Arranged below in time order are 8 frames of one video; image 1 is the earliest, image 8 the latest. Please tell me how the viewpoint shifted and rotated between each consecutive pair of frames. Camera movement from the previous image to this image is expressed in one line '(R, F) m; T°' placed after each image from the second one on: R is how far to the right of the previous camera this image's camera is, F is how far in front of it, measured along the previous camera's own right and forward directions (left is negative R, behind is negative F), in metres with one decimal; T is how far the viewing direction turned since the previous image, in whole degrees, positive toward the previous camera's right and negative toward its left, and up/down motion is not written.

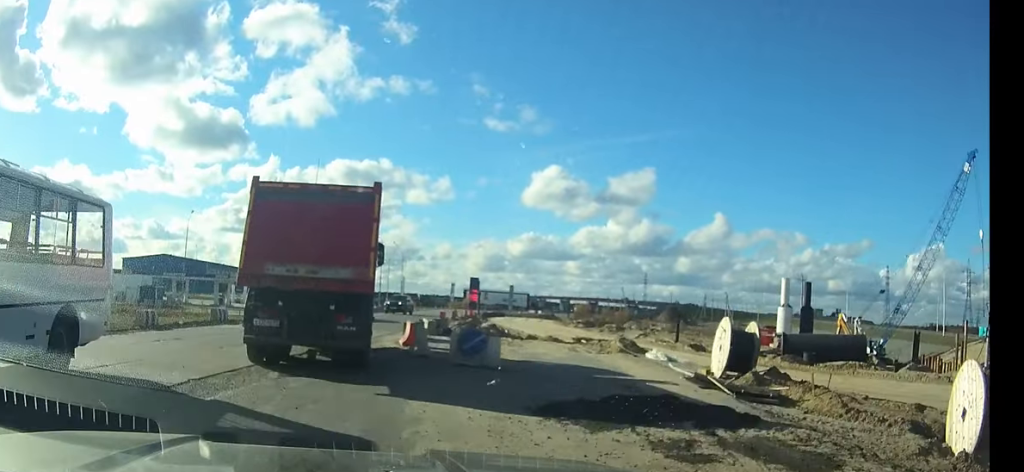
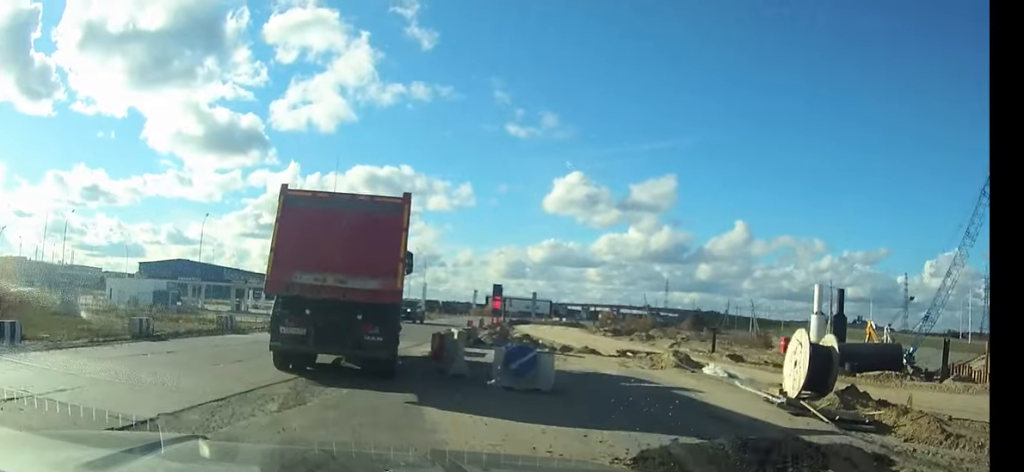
(-0.1, +2.5) m; -1°
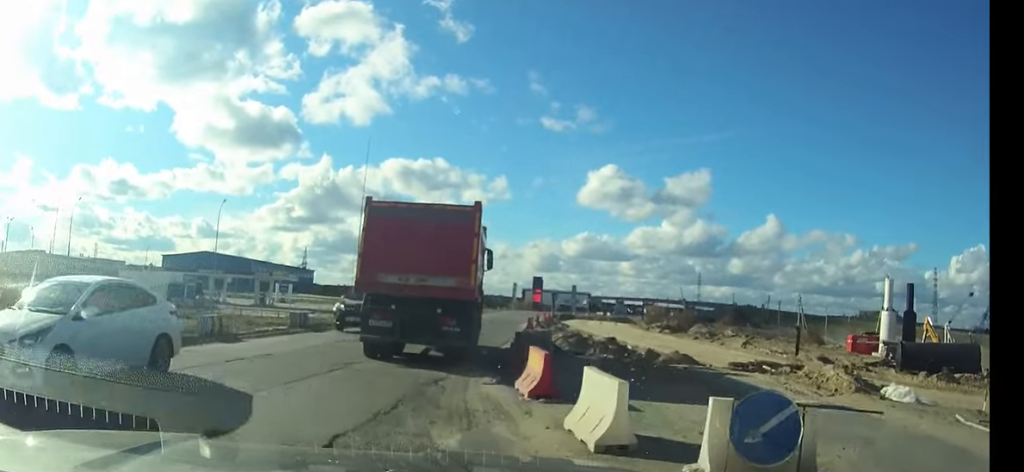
(-0.1, +7.7) m; 0°
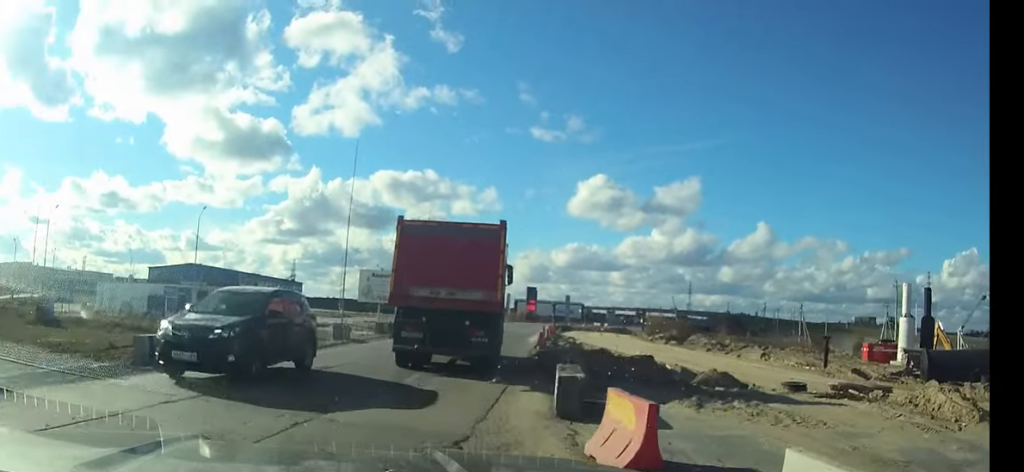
(0.0, +4.3) m; +2°
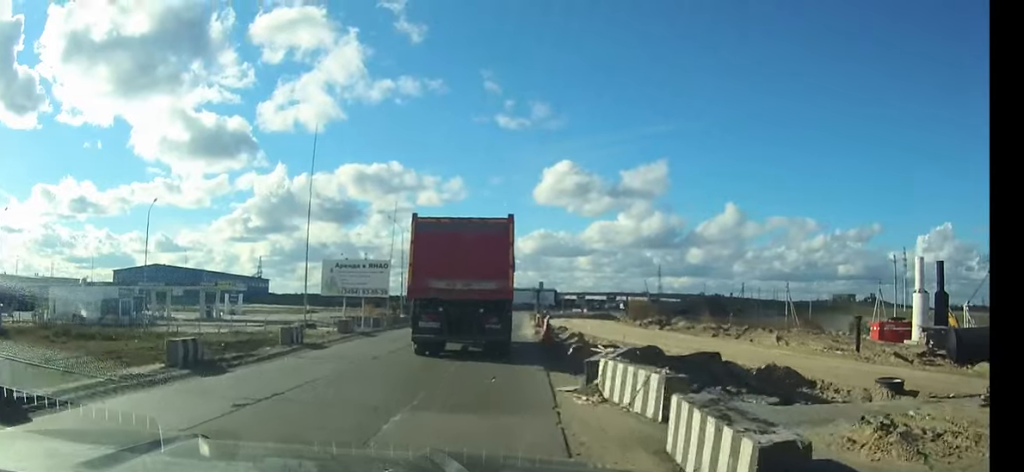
(+0.2, +5.6) m; +4°
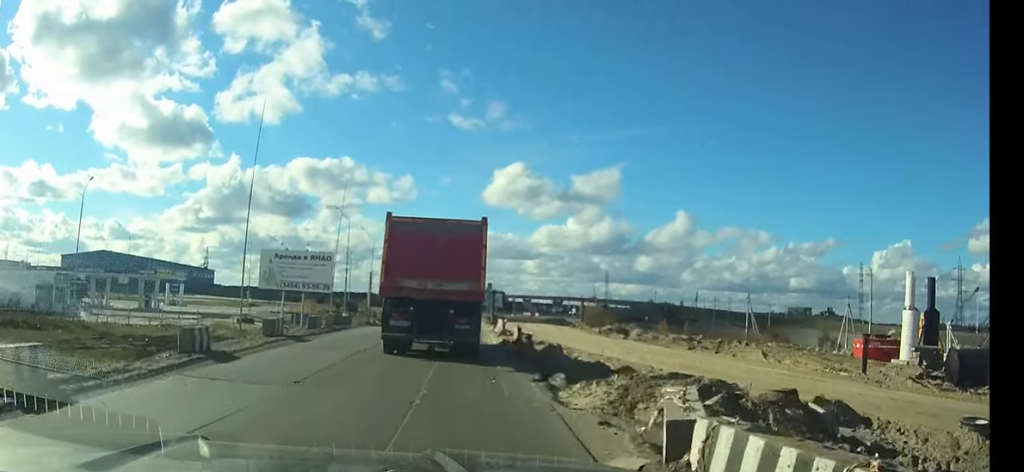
(+0.2, +4.6) m; +3°
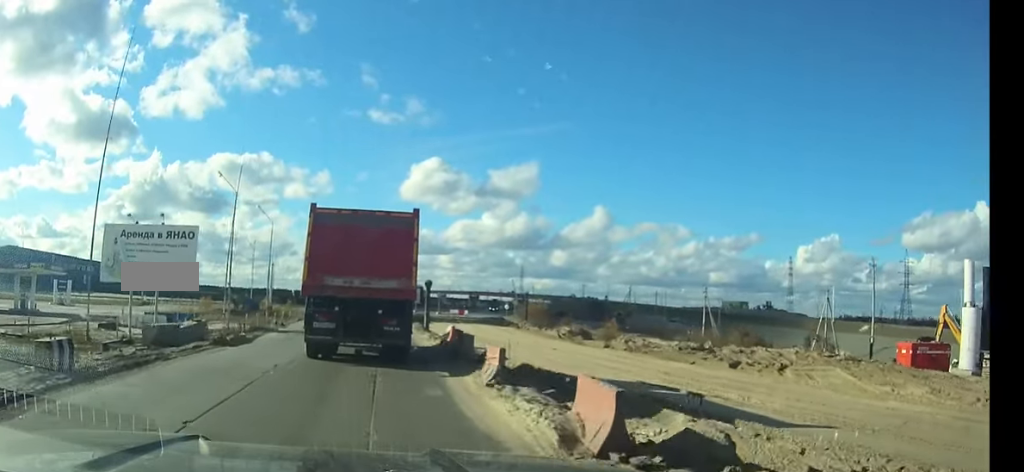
(+0.8, +14.6) m; +5°
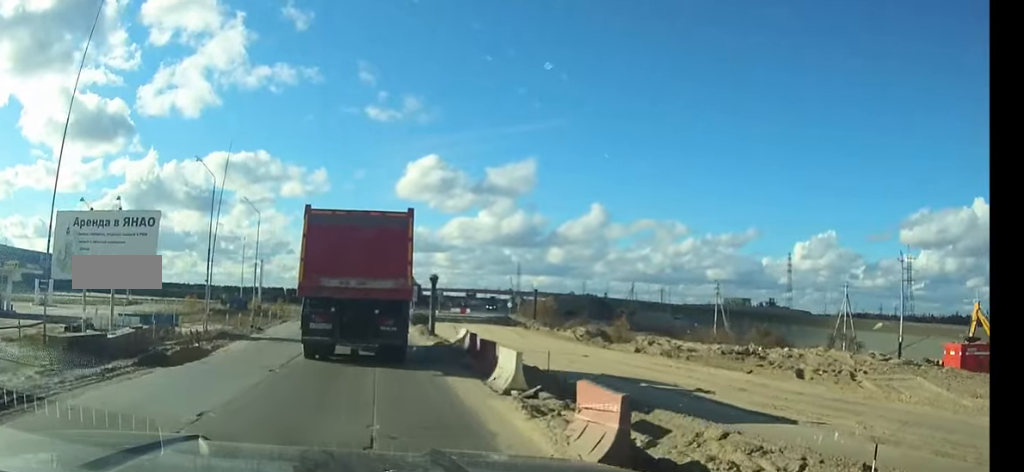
(0.0, +5.5) m; 0°
